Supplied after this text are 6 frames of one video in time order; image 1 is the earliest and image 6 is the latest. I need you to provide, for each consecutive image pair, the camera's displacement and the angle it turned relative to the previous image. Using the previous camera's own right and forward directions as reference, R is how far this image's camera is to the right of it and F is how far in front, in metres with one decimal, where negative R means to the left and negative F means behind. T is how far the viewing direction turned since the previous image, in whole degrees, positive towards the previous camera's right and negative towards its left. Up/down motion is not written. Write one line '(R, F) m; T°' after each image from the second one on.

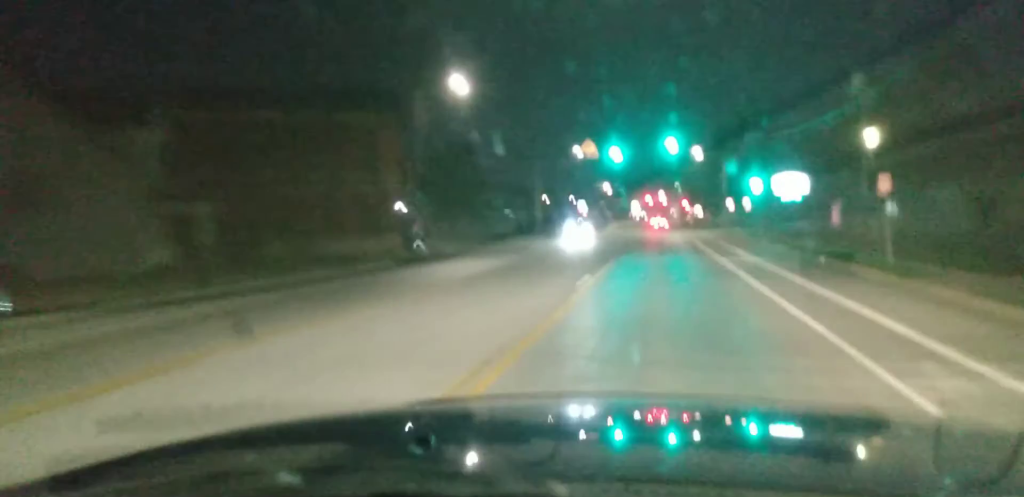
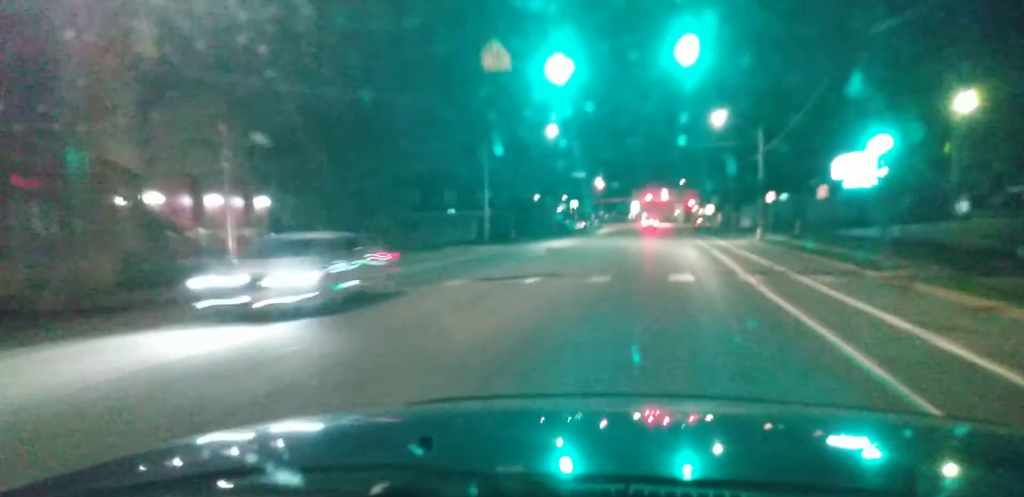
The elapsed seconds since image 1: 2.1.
(-0.1, +27.6) m; 0°
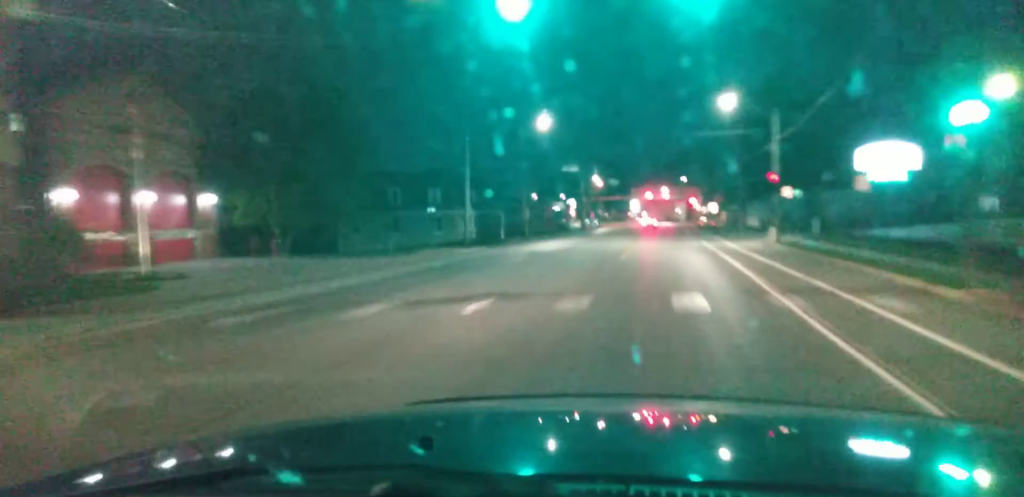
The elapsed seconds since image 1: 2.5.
(0.0, +6.3) m; 0°
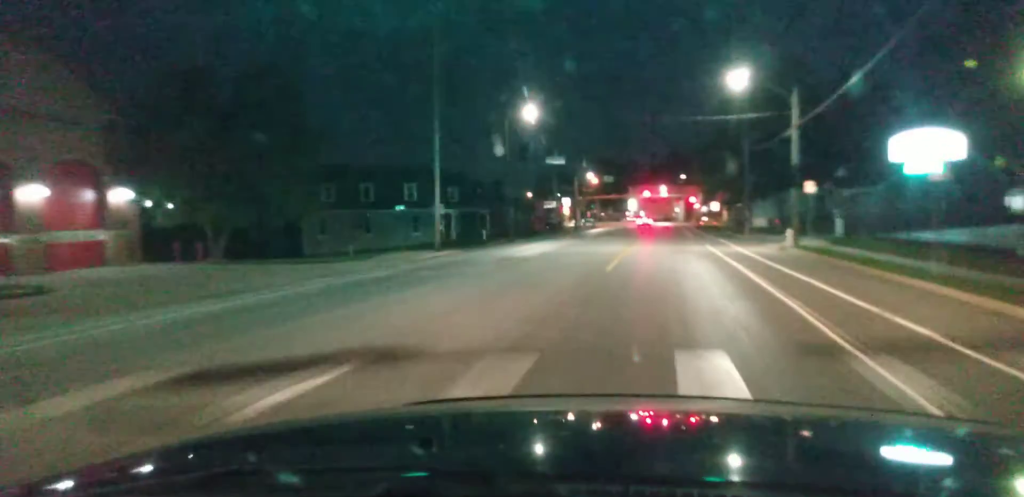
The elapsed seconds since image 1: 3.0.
(+0.1, +6.3) m; 0°
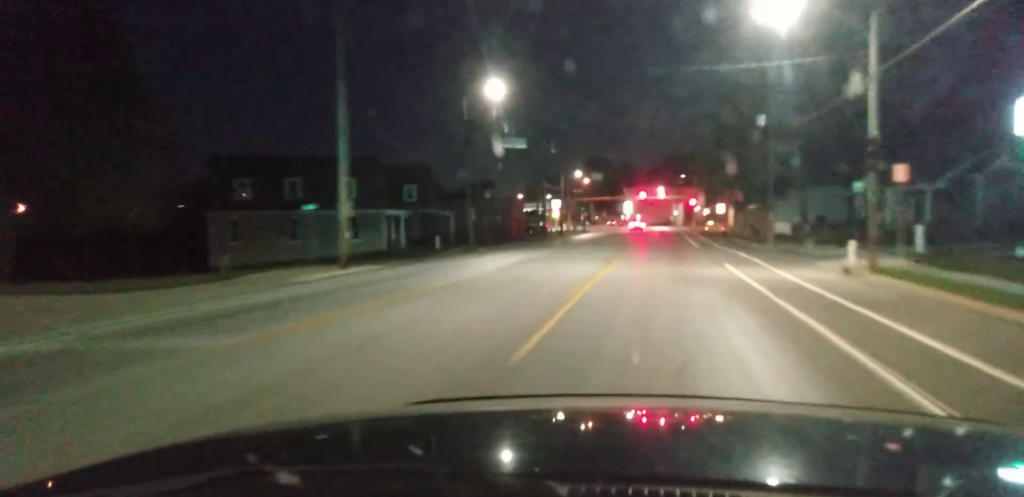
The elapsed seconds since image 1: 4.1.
(-0.1, +14.7) m; 0°
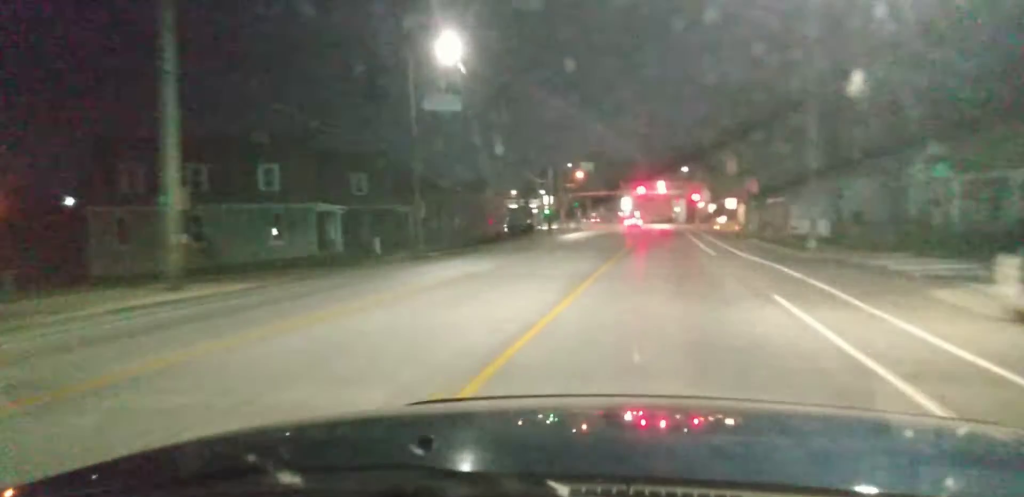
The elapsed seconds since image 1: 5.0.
(0.0, +11.7) m; 0°
